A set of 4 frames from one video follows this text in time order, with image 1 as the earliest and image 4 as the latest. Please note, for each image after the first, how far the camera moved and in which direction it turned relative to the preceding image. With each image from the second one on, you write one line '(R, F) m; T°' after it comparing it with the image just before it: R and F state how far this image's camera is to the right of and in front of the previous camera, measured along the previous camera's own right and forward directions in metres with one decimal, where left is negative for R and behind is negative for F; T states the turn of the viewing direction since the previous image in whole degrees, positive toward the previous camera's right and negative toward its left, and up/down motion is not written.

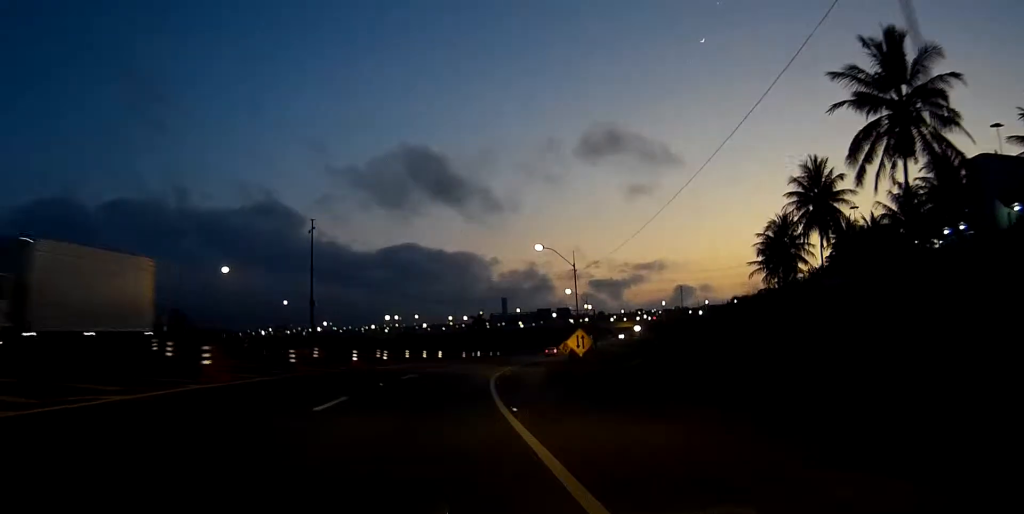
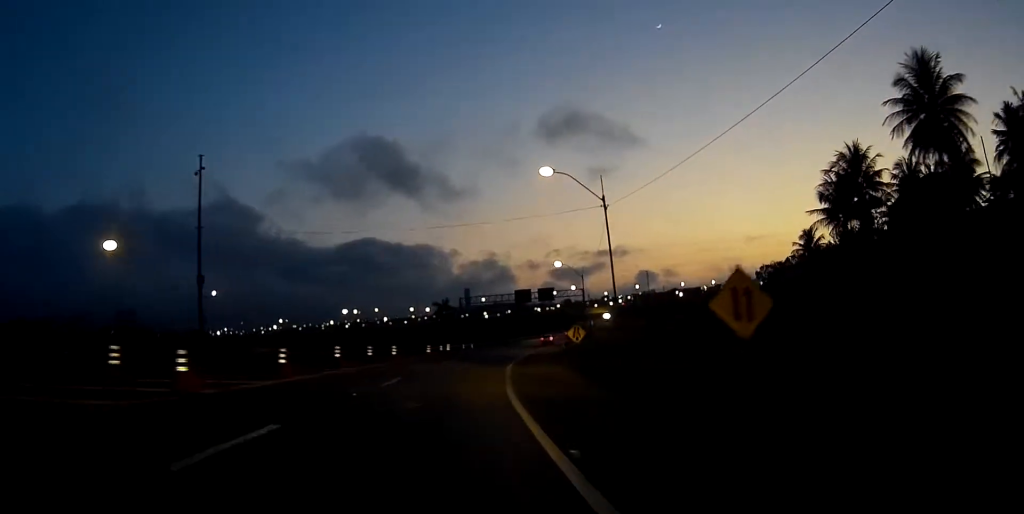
(+0.6, +23.1) m; +4°
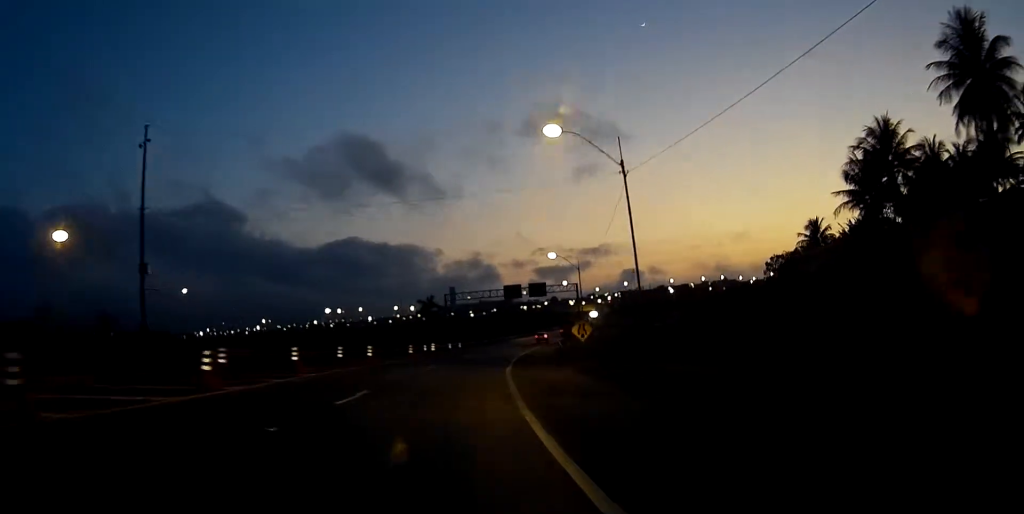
(+0.1, +7.1) m; +1°
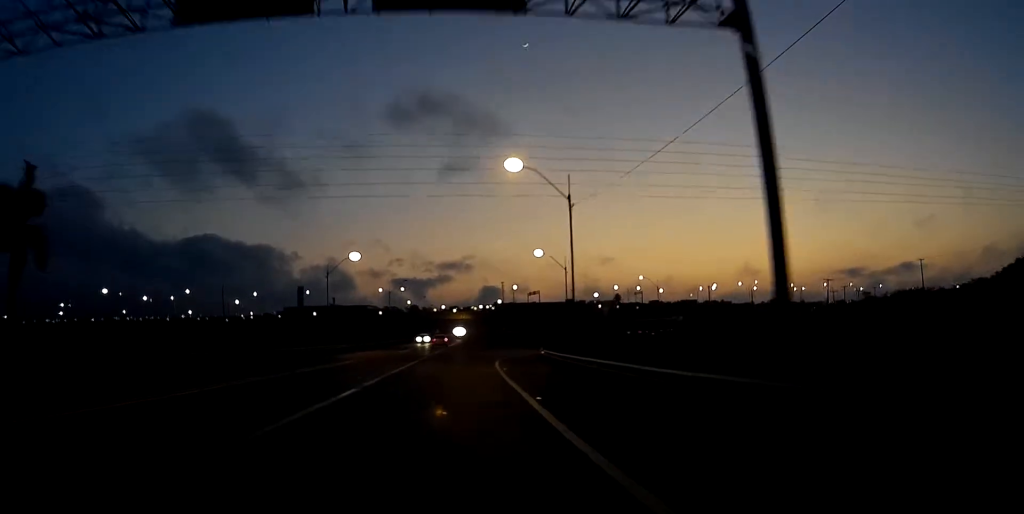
(+10.1, +92.3) m; +9°
